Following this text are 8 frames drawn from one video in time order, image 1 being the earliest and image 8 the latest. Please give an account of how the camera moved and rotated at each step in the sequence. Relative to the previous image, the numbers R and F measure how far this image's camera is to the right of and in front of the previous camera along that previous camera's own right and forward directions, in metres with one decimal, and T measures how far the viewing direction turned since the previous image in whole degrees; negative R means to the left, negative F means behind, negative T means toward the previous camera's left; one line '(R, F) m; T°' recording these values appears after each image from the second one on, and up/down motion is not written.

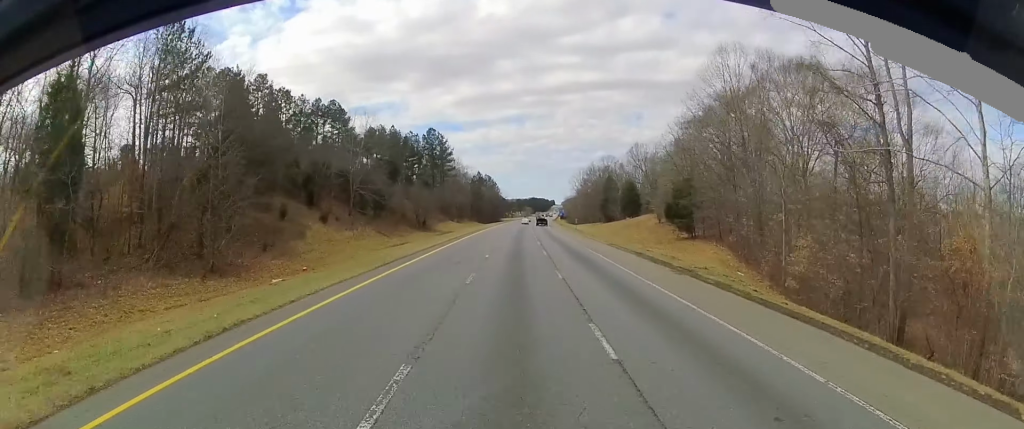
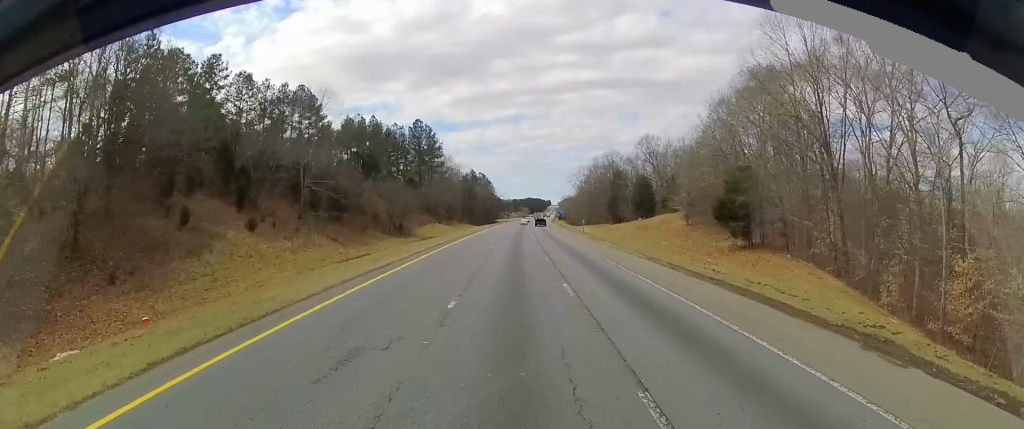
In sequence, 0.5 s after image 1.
(+0.2, +17.1) m; 0°
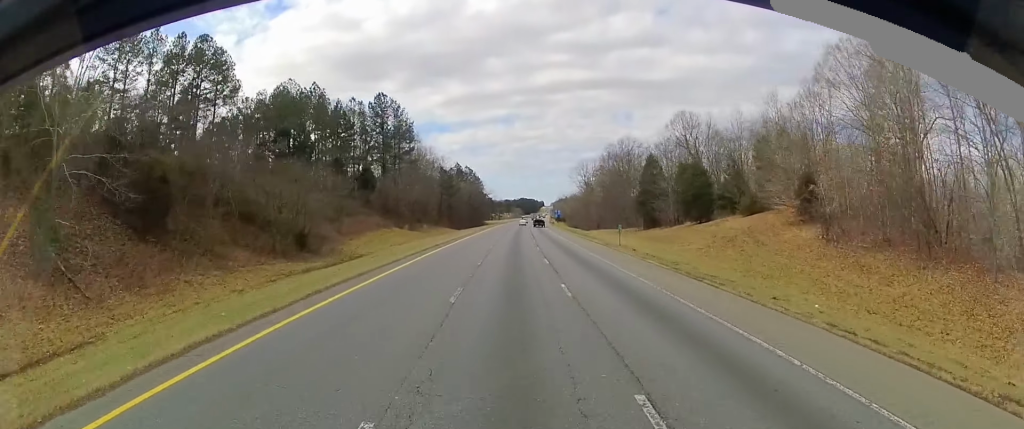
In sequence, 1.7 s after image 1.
(+0.2, +36.1) m; 0°
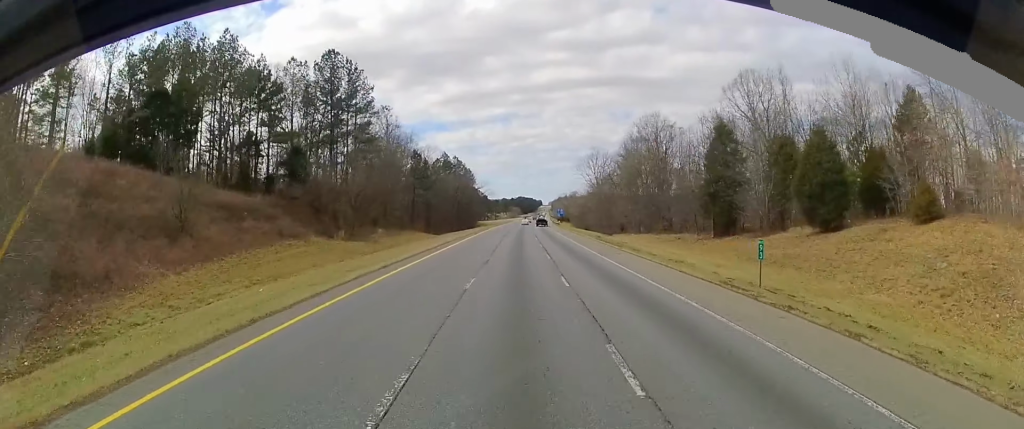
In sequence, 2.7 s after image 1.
(0.0, +32.8) m; 0°
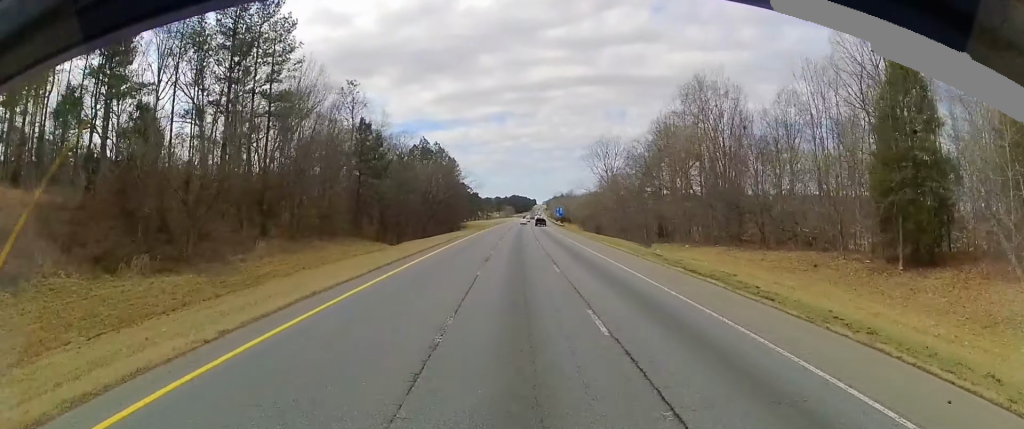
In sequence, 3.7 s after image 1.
(0.0, +31.8) m; 0°
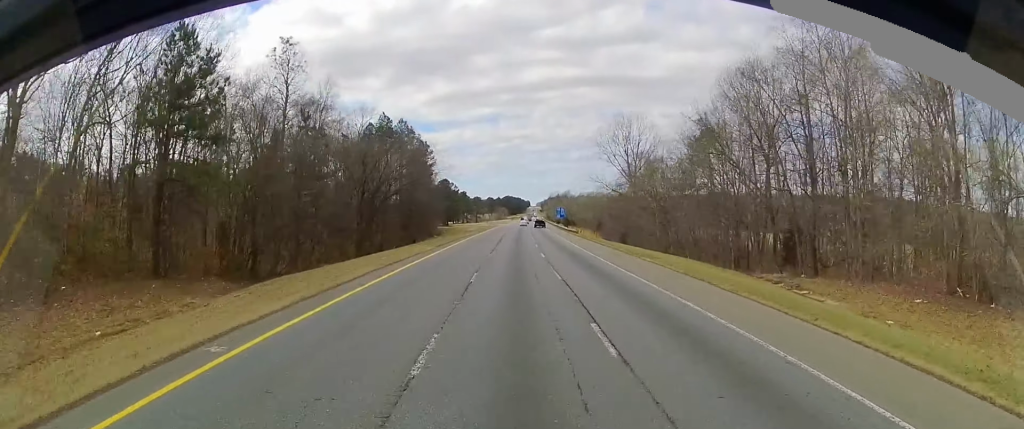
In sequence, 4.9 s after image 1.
(0.0, +38.1) m; 0°
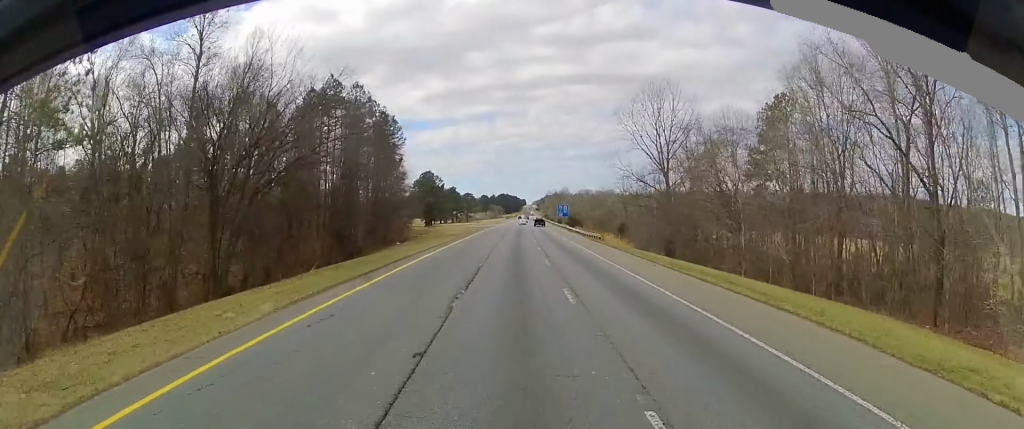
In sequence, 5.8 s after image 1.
(0.0, +29.7) m; +1°
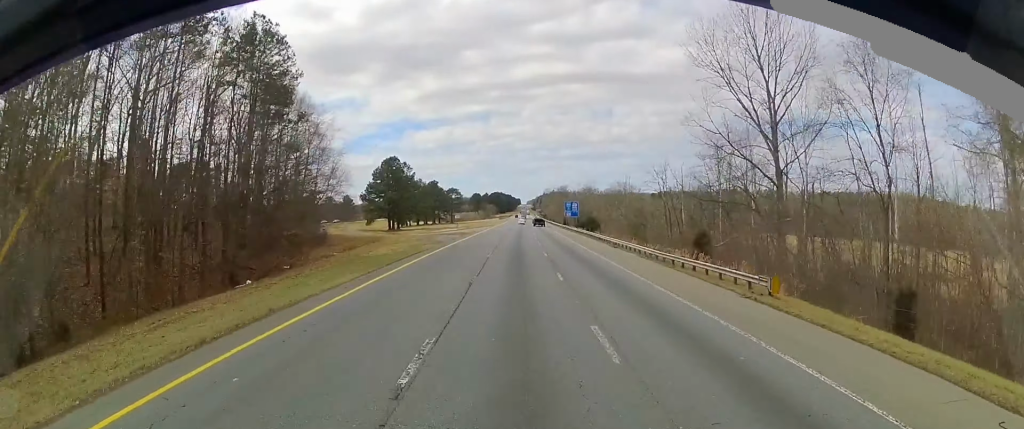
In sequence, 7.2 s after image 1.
(+1.0, +42.6) m; +2°
